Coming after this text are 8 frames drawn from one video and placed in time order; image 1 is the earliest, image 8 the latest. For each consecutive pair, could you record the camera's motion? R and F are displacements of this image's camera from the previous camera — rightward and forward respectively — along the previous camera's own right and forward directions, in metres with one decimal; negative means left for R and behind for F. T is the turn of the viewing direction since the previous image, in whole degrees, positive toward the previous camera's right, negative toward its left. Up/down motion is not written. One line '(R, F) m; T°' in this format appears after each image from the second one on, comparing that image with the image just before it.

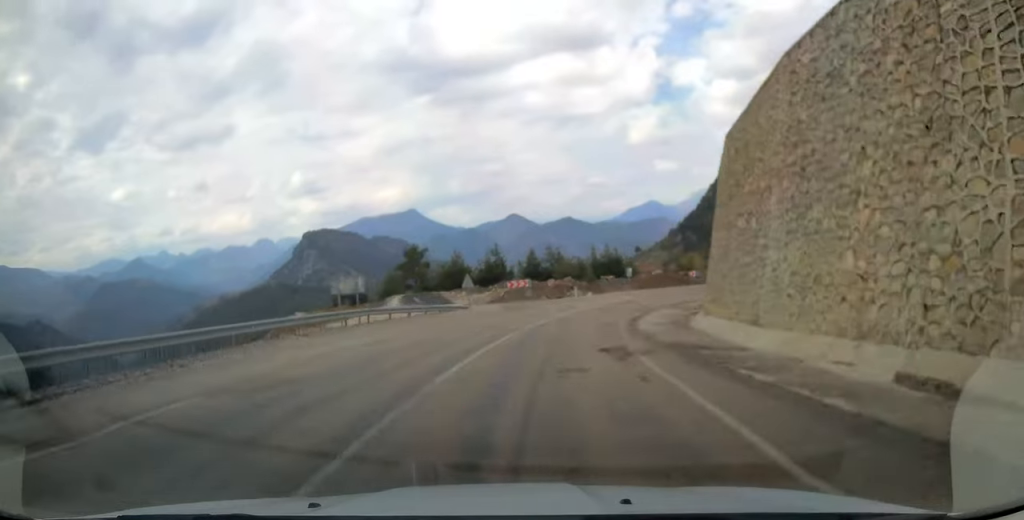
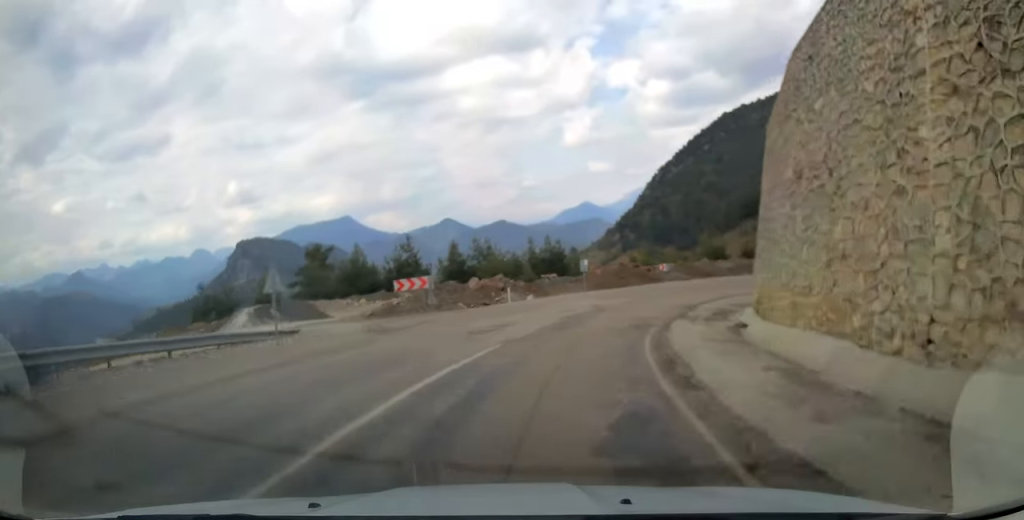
(+0.7, +18.0) m; +6°
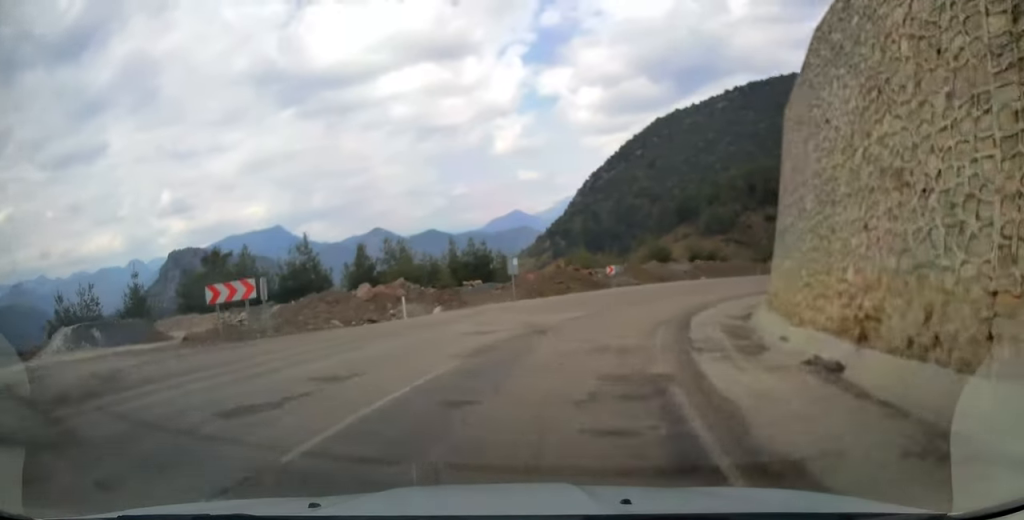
(+0.5, +11.0) m; +6°
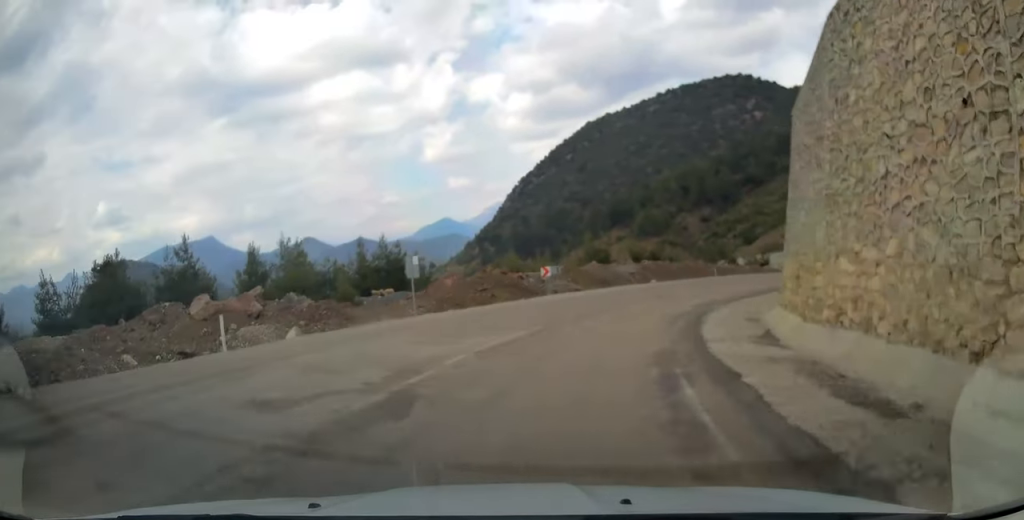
(+0.2, +10.0) m; +7°
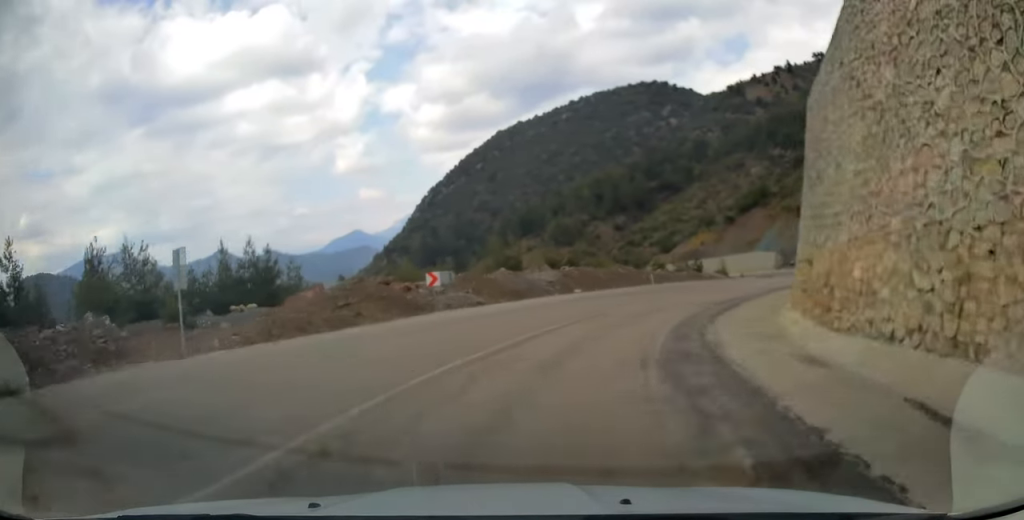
(+1.1, +11.4) m; +9°
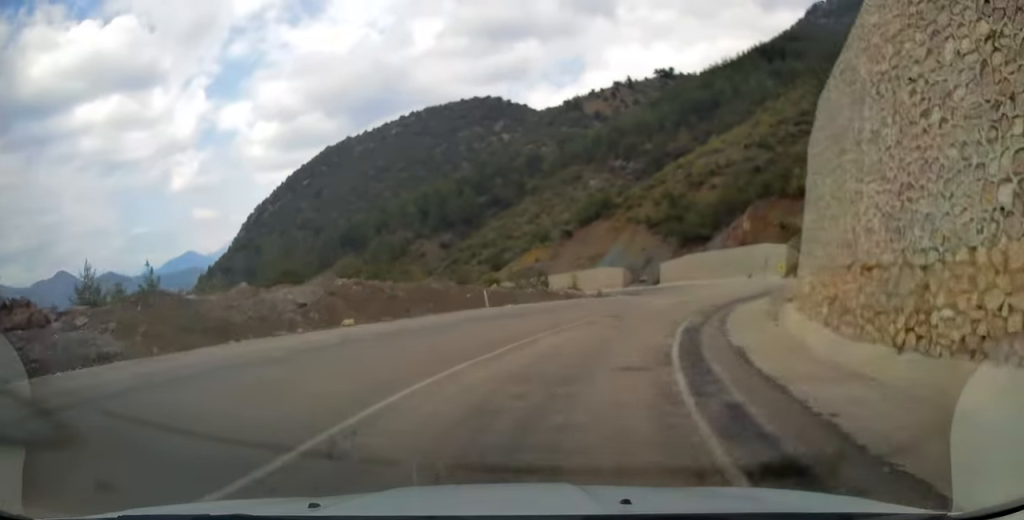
(+3.1, +19.9) m; +20°
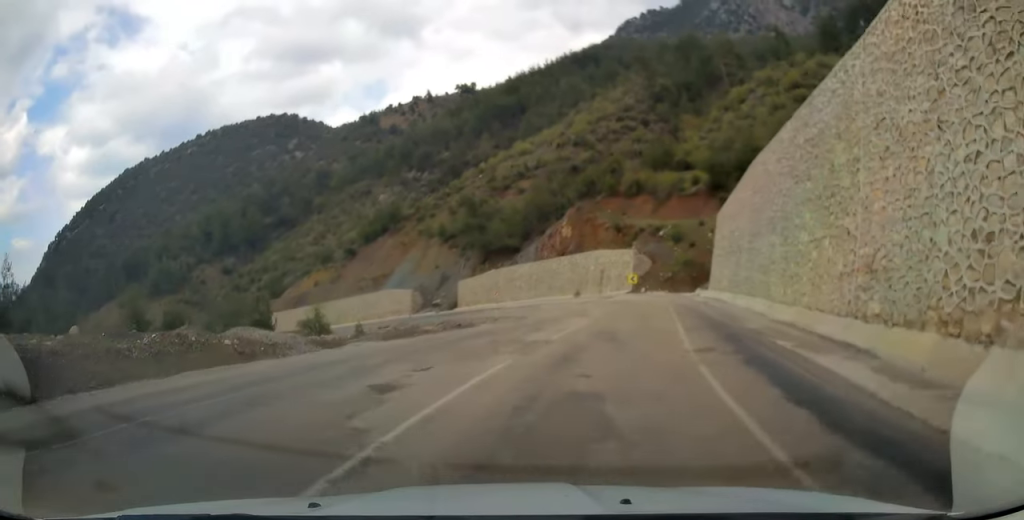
(+5.5, +26.3) m; +19°
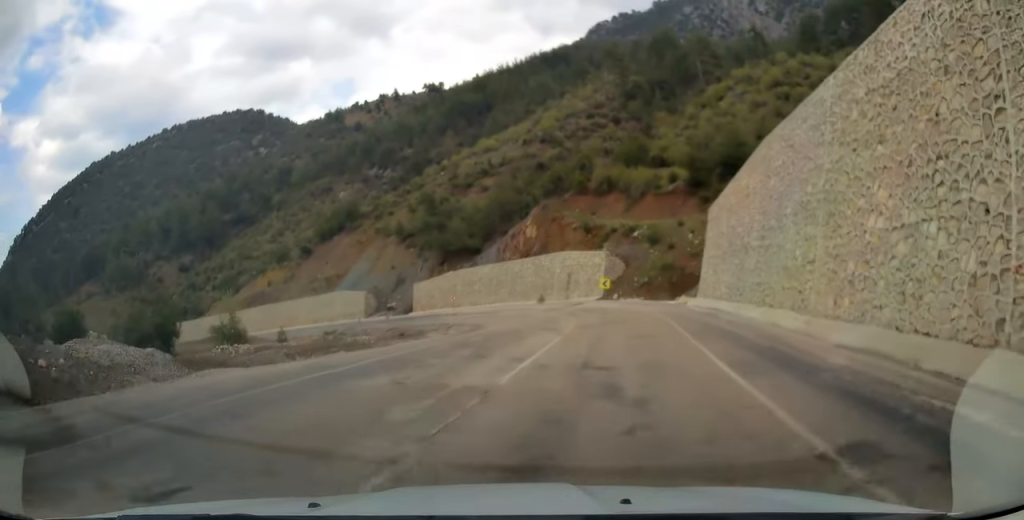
(+0.4, +7.4) m; +2°
